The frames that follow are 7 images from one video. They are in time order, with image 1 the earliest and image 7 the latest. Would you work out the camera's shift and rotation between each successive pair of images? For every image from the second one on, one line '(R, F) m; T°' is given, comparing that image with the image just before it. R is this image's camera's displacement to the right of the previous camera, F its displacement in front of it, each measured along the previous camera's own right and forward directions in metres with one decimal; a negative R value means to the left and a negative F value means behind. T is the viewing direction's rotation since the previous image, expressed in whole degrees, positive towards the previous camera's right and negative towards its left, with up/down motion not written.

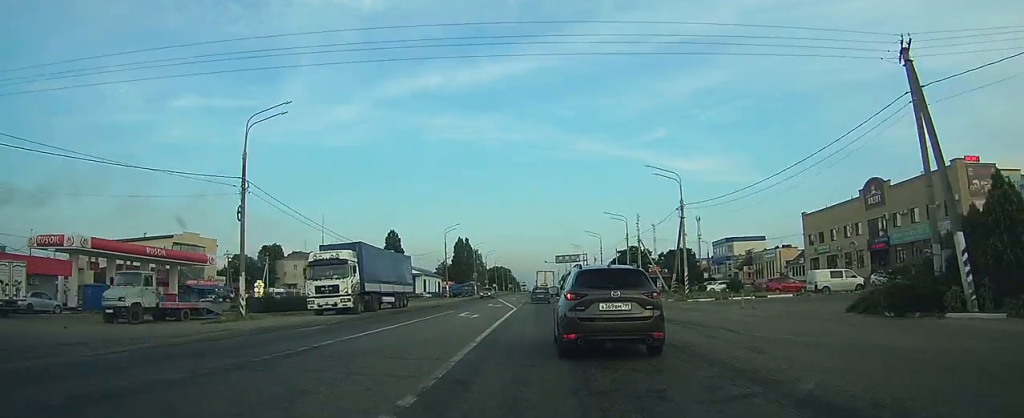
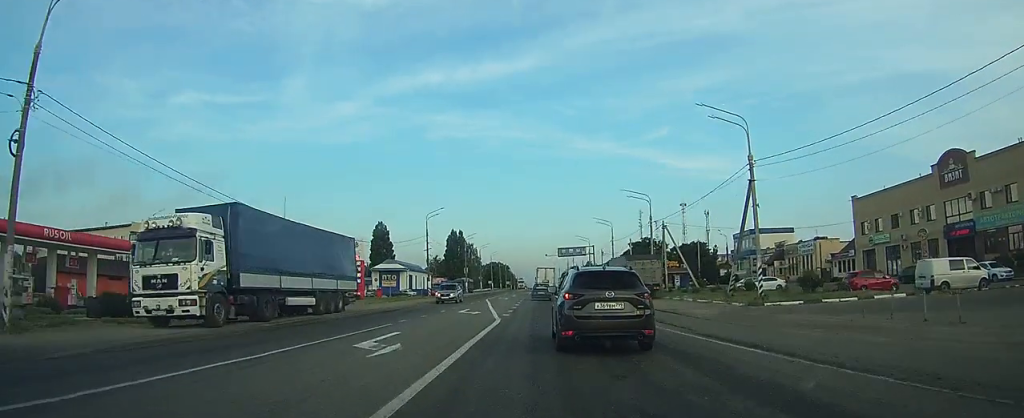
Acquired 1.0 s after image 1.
(0.0, +14.7) m; 0°
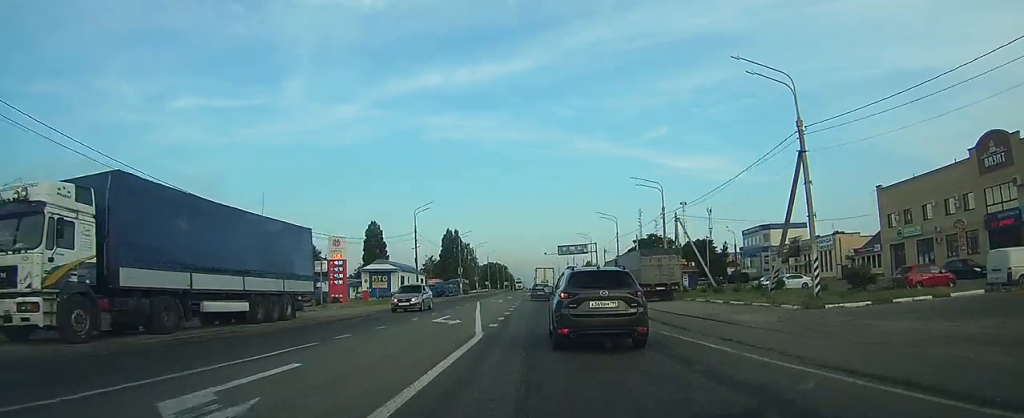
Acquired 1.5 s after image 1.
(0.0, +6.2) m; 0°
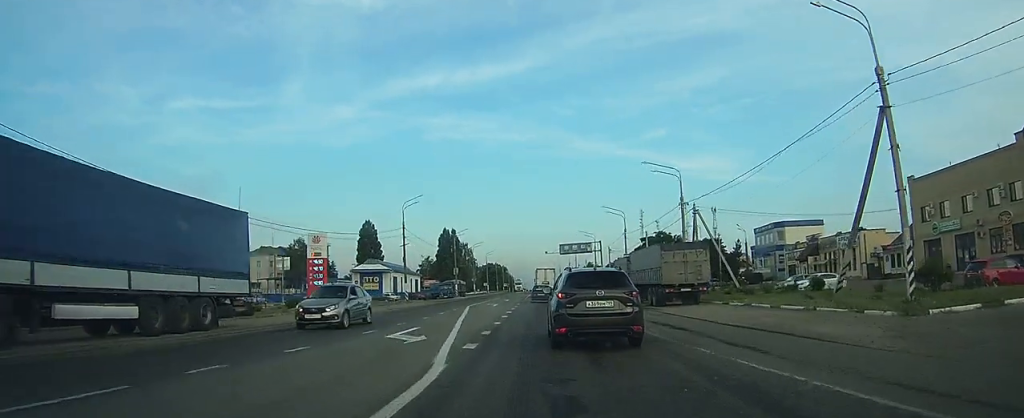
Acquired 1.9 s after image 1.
(0.0, +6.1) m; 0°
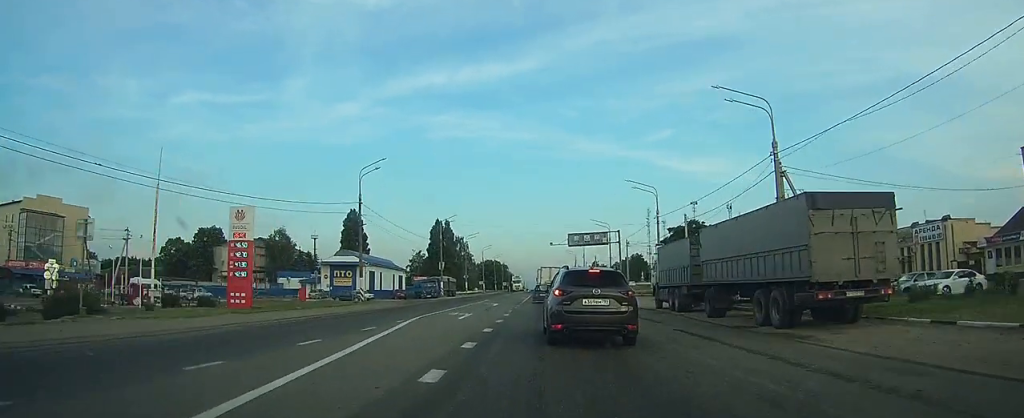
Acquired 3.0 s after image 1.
(0.0, +16.1) m; 0°
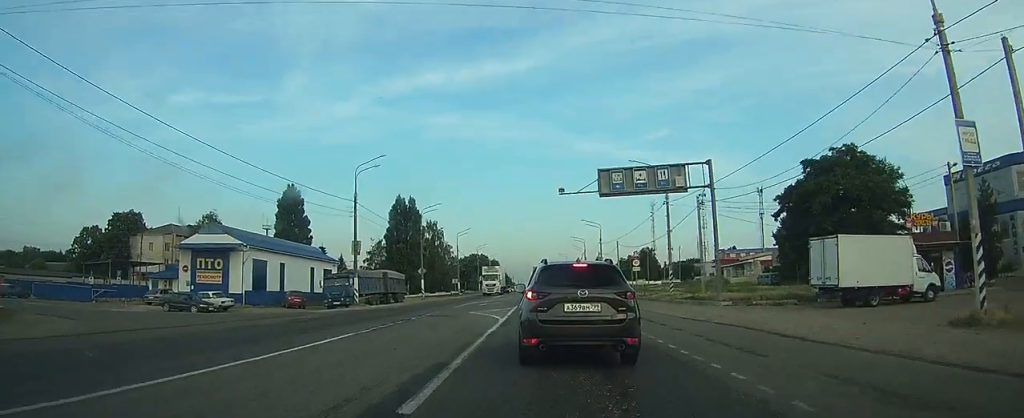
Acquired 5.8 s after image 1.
(-0.4, +36.8) m; -1°
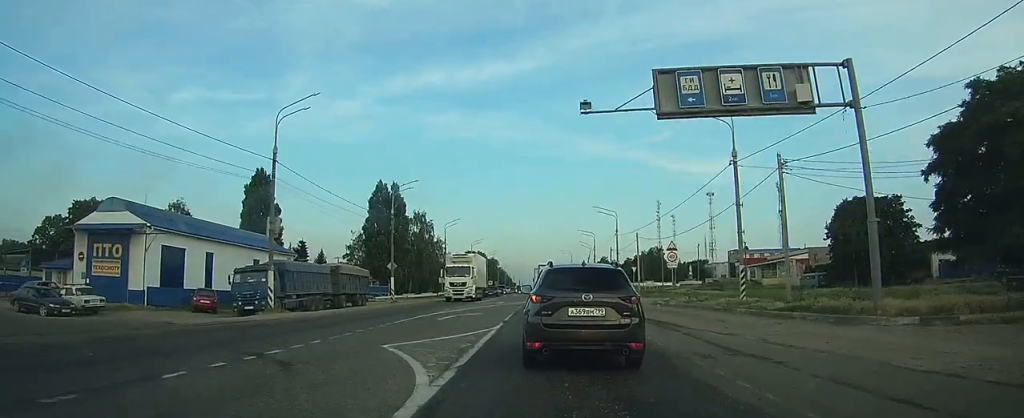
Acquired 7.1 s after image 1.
(+0.1, +16.0) m; 0°
